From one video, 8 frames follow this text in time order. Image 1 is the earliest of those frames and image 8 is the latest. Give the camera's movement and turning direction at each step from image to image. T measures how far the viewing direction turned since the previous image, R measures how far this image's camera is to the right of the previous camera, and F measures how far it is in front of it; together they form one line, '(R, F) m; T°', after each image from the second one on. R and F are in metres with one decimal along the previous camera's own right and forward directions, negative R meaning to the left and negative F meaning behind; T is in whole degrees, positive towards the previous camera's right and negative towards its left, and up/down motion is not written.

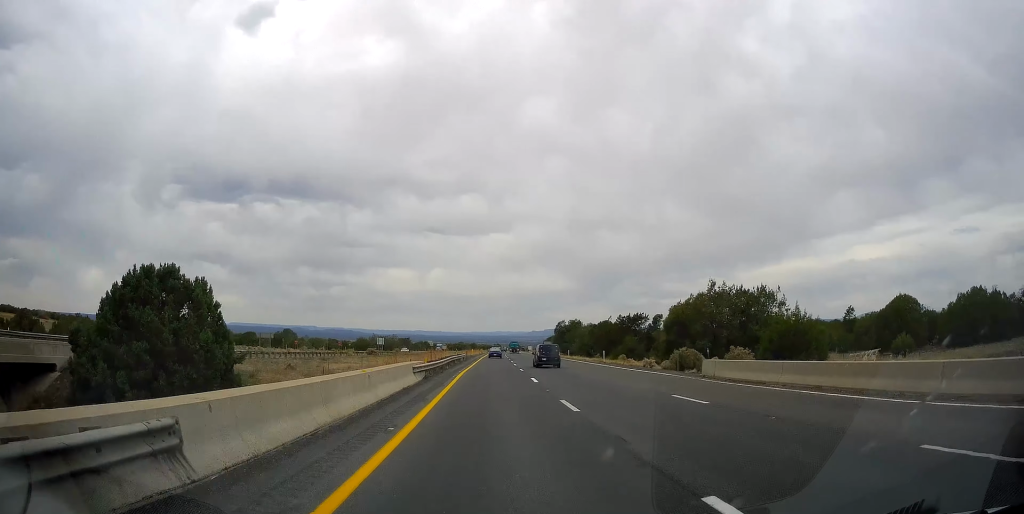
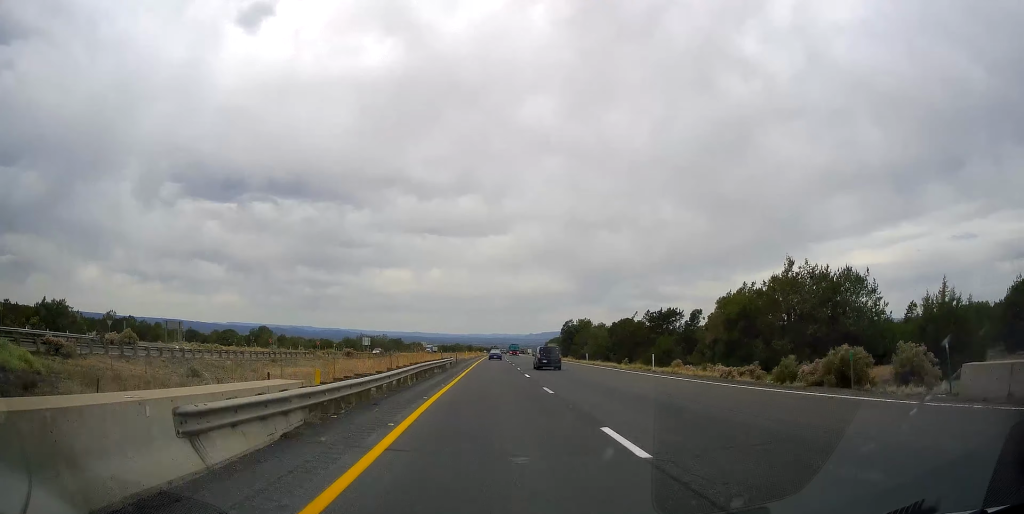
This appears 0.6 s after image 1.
(-0.4, +18.6) m; 0°
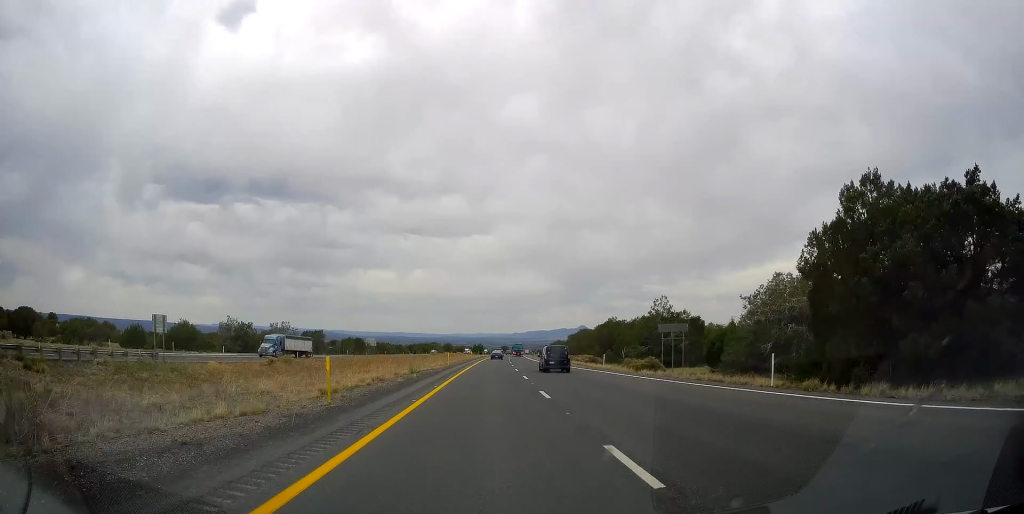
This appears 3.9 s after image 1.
(+2.2, +110.9) m; +2°
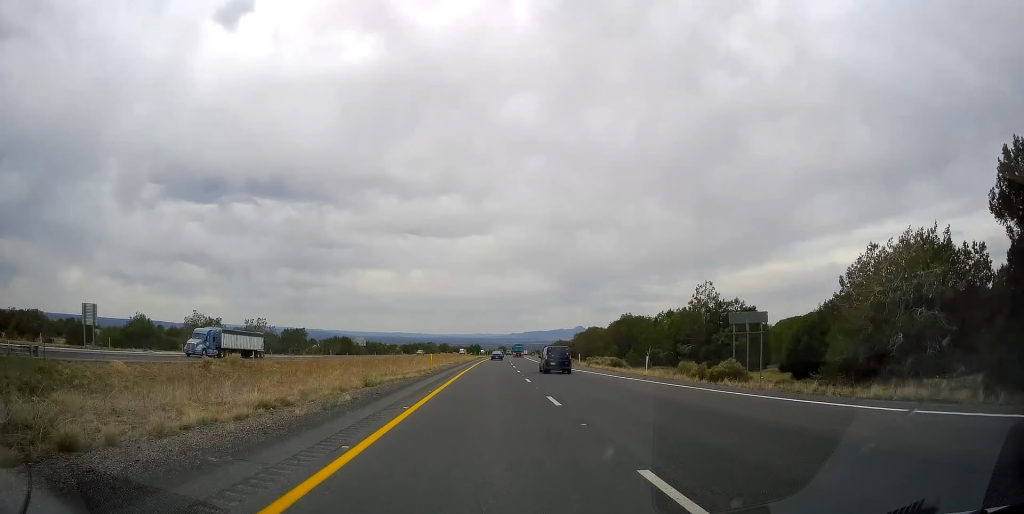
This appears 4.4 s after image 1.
(+0.2, +14.3) m; 0°
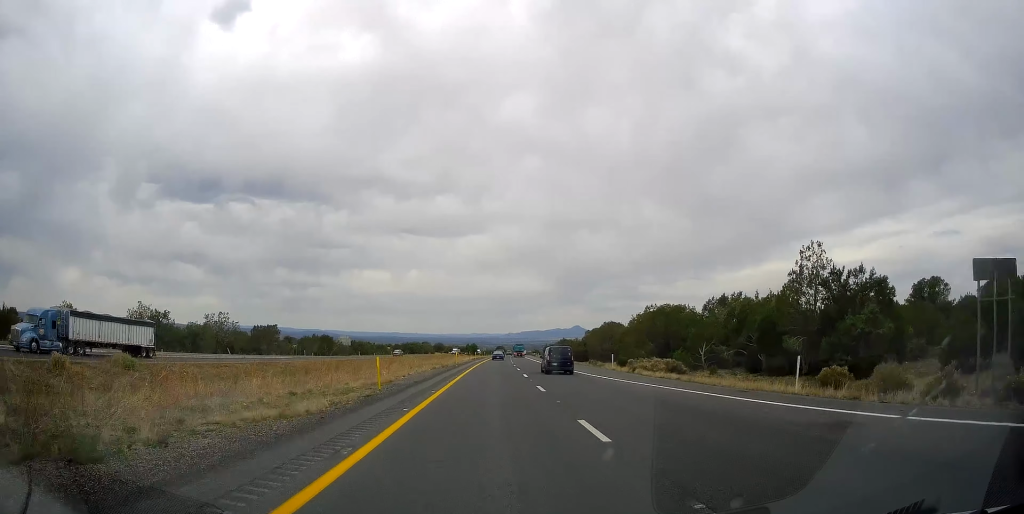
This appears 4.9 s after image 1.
(+0.1, +18.7) m; 0°
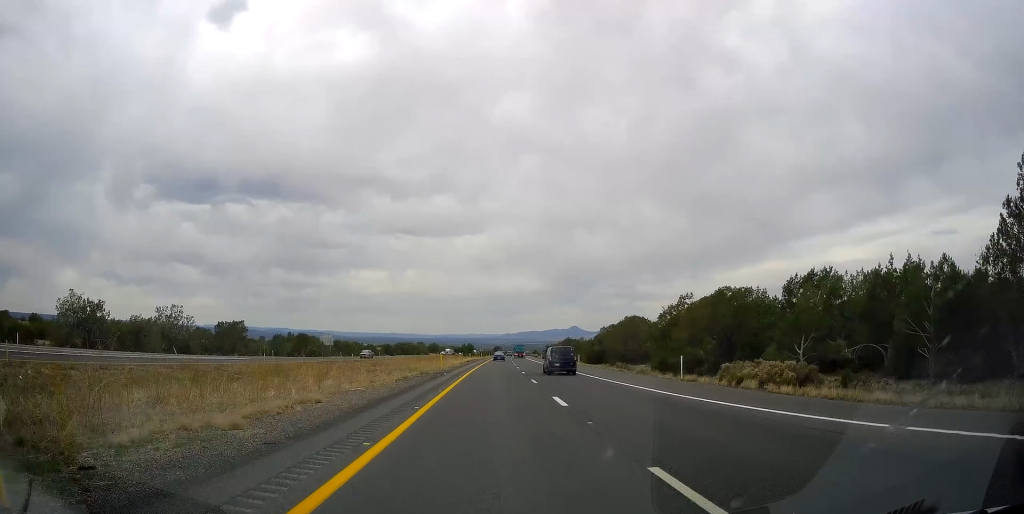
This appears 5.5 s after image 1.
(+0.1, +17.6) m; -1°
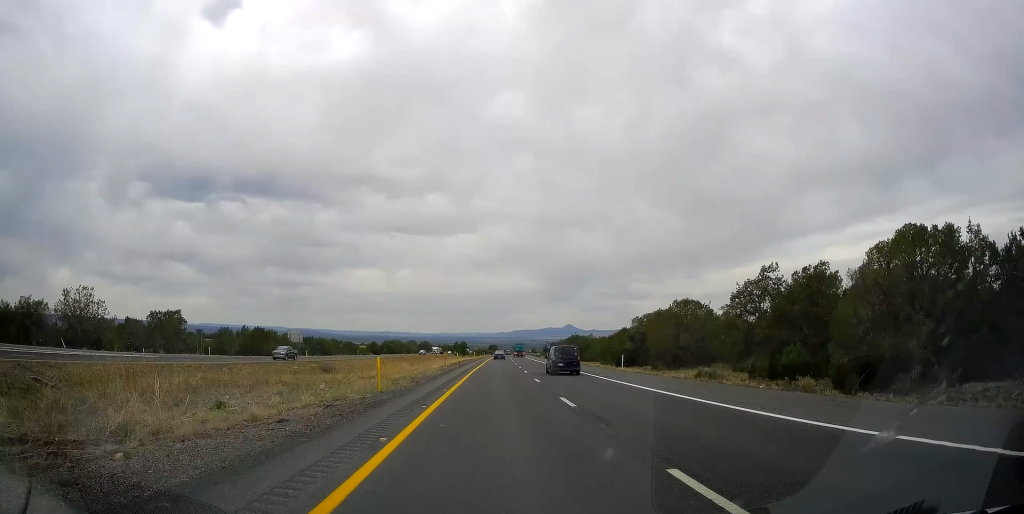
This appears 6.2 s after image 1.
(-0.2, +24.3) m; 0°
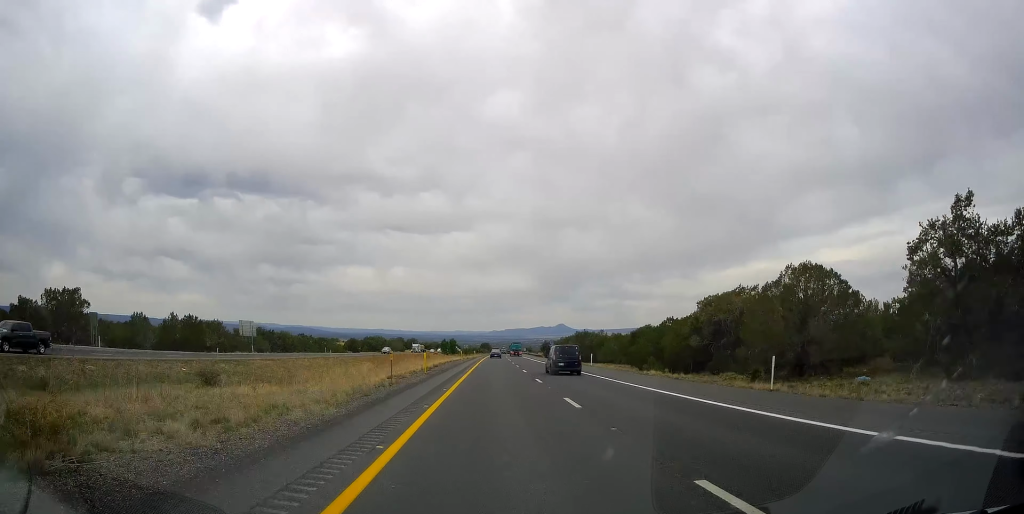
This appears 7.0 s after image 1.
(0.0, +25.3) m; +1°
